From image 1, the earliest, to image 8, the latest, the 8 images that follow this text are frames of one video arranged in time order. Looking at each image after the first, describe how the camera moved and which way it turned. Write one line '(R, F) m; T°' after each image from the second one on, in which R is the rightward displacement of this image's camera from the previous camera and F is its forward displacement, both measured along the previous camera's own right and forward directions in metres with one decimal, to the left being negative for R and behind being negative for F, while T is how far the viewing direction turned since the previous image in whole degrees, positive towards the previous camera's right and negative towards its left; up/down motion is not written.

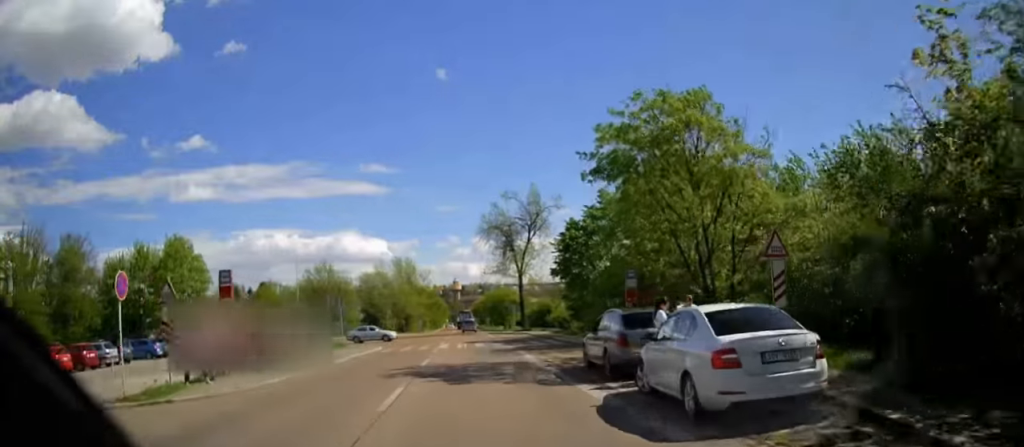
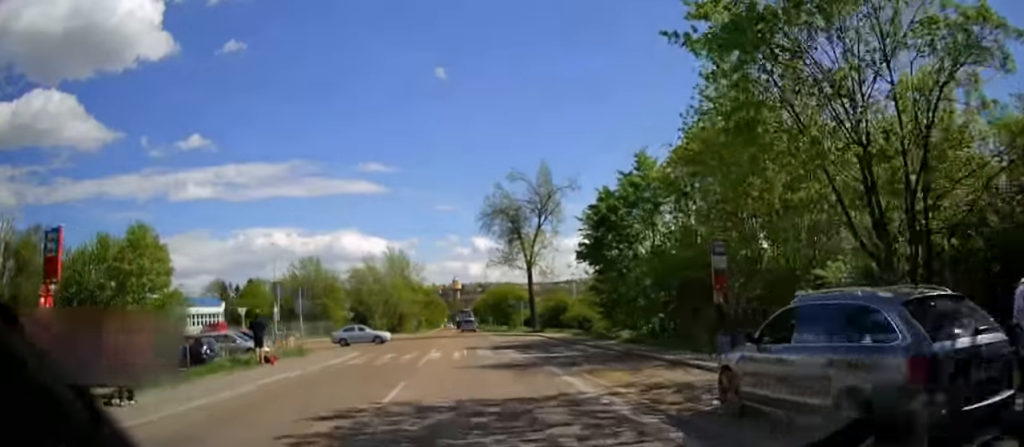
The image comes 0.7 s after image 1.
(0.0, +8.7) m; 0°
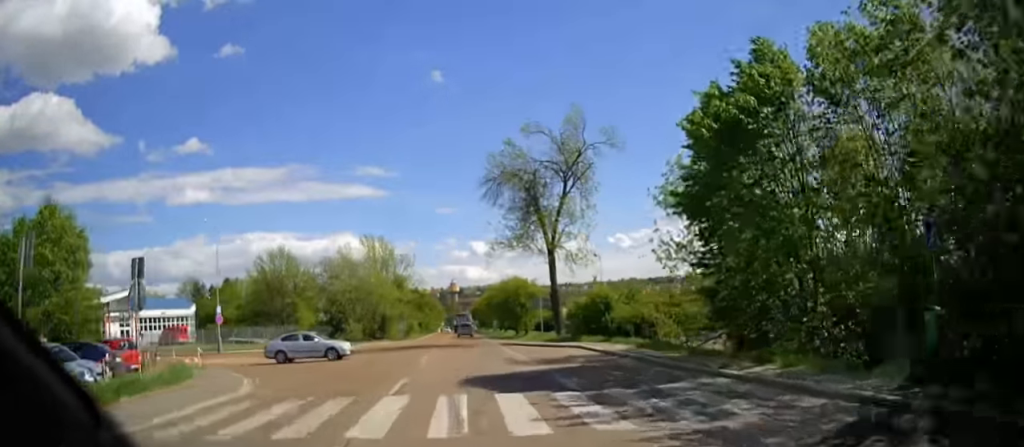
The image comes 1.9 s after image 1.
(0.0, +14.4) m; +1°
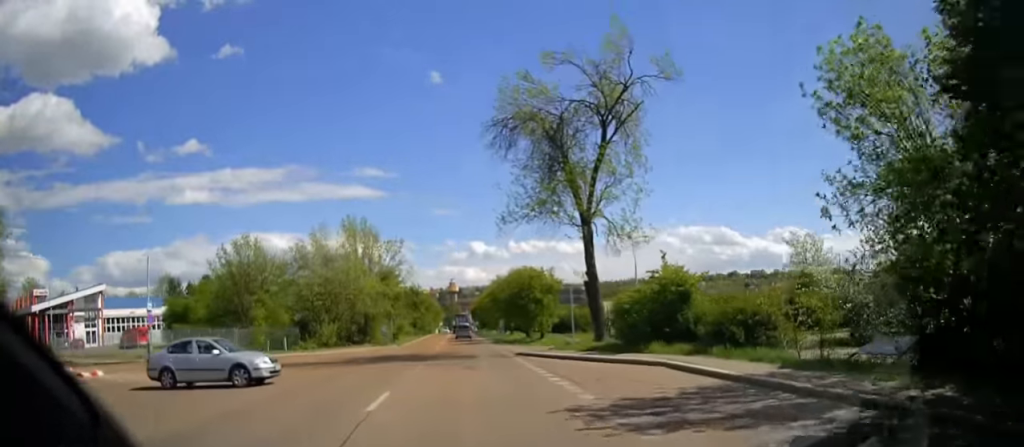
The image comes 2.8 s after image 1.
(+0.1, +11.4) m; +1°
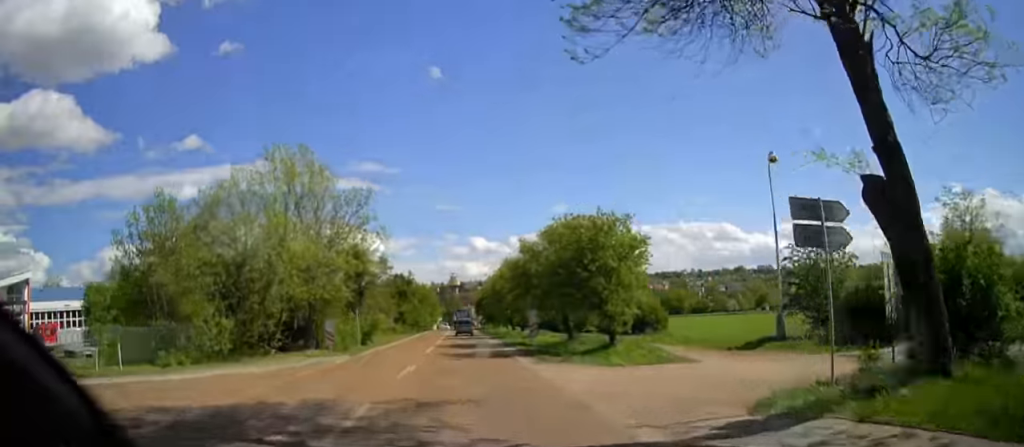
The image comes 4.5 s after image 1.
(+0.1, +20.1) m; +1°
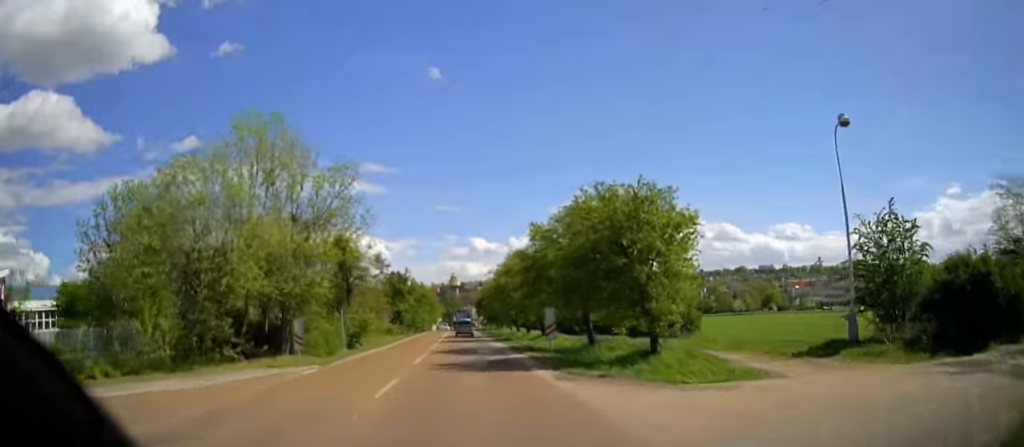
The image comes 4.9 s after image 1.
(0.0, +5.2) m; 0°
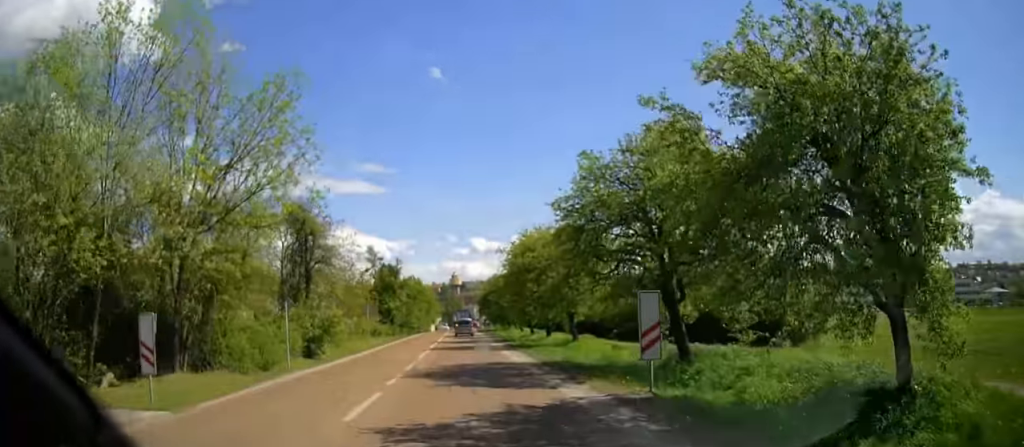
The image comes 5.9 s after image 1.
(0.0, +11.6) m; 0°
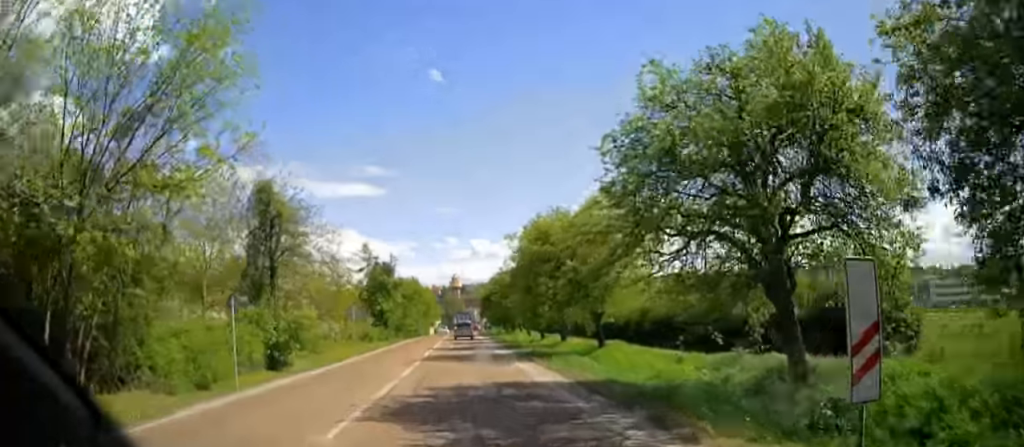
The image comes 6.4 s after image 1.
(+0.1, +5.9) m; 0°
